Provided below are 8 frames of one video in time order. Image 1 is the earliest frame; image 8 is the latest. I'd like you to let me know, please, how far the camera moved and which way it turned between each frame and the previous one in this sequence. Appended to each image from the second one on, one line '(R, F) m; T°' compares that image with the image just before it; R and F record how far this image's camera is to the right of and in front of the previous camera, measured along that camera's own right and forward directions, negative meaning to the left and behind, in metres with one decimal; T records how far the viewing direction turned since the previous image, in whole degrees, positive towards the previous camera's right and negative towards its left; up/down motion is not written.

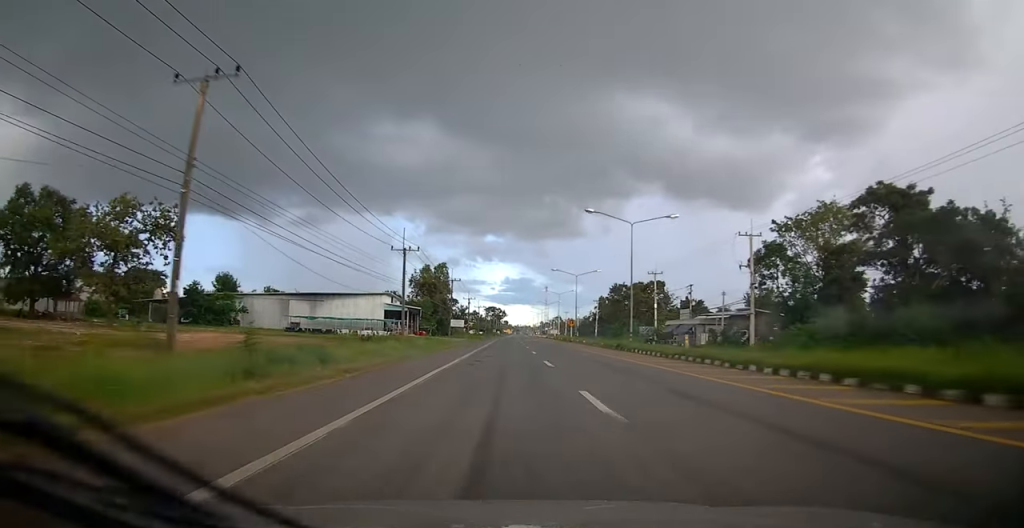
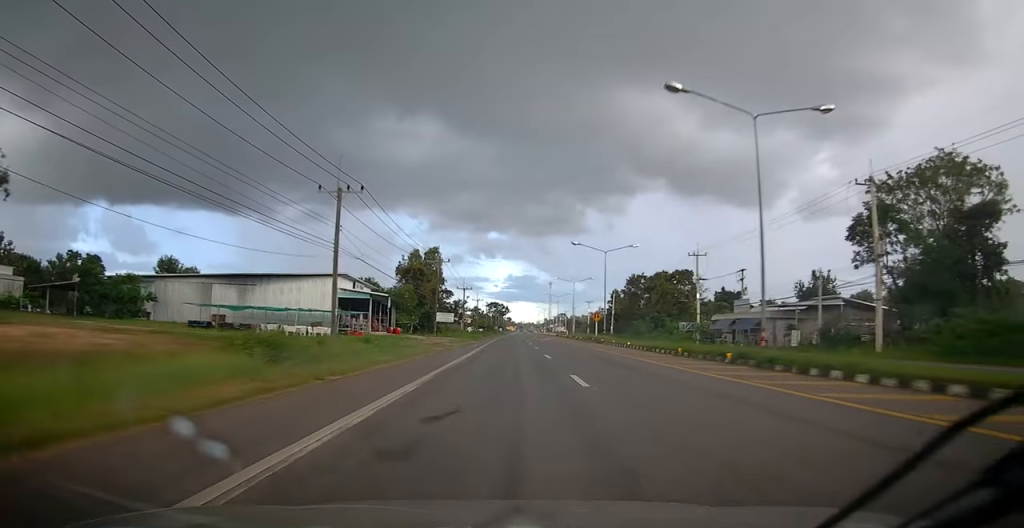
(-0.5, +20.6) m; -2°
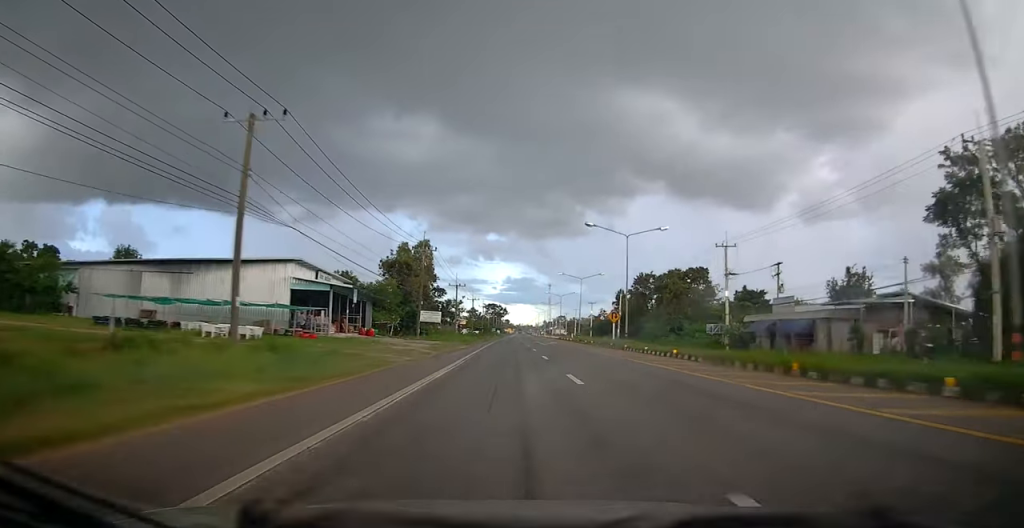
(-0.1, +11.0) m; 0°
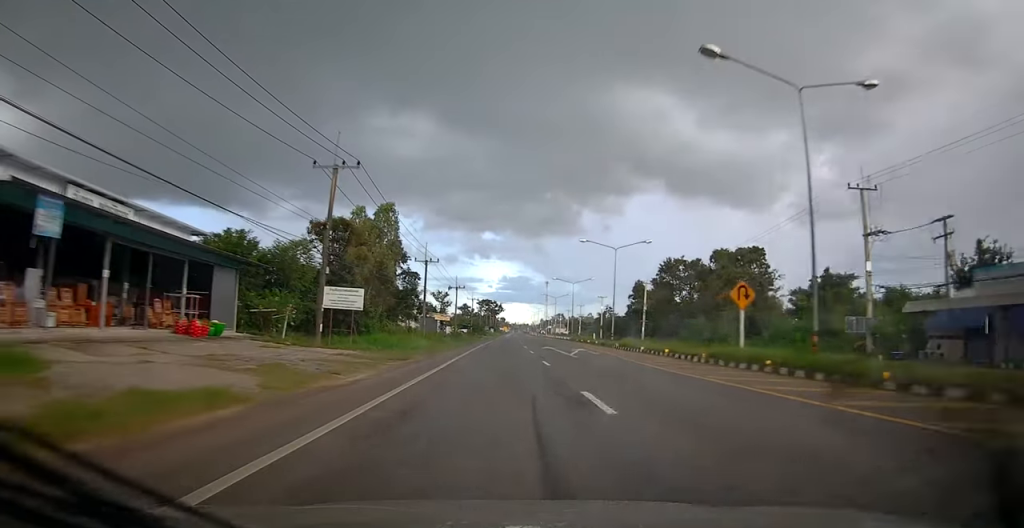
(0.0, +28.6) m; -1°
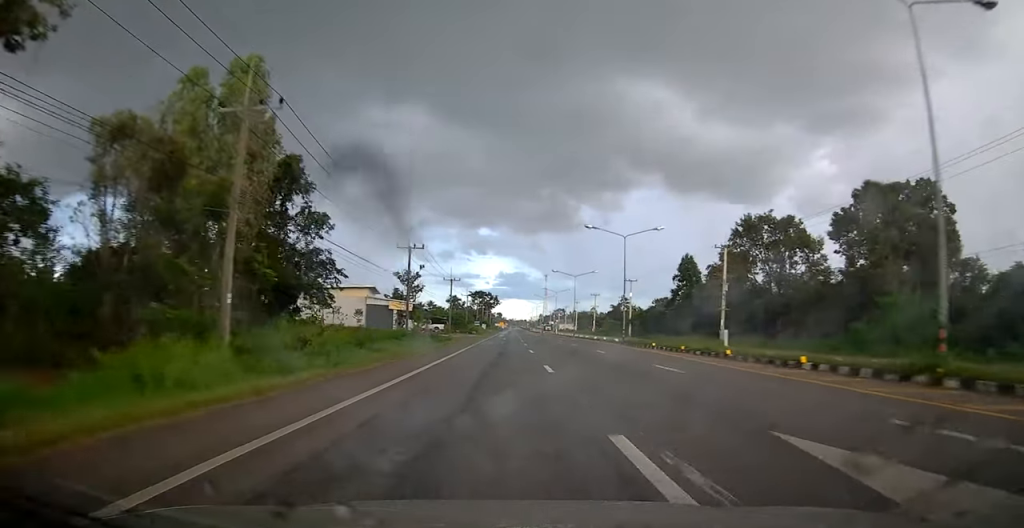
(-0.4, +40.8) m; +1°
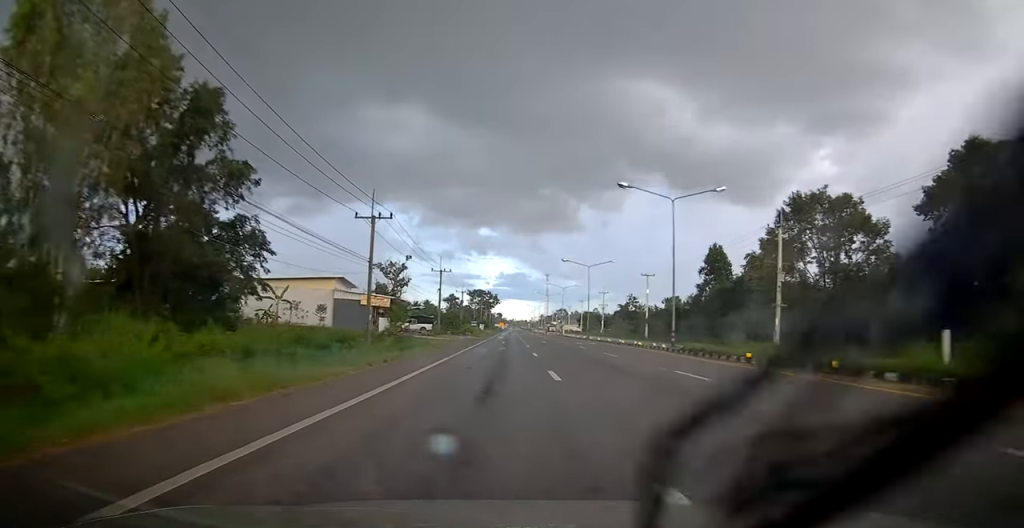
(+0.2, +14.0) m; +1°
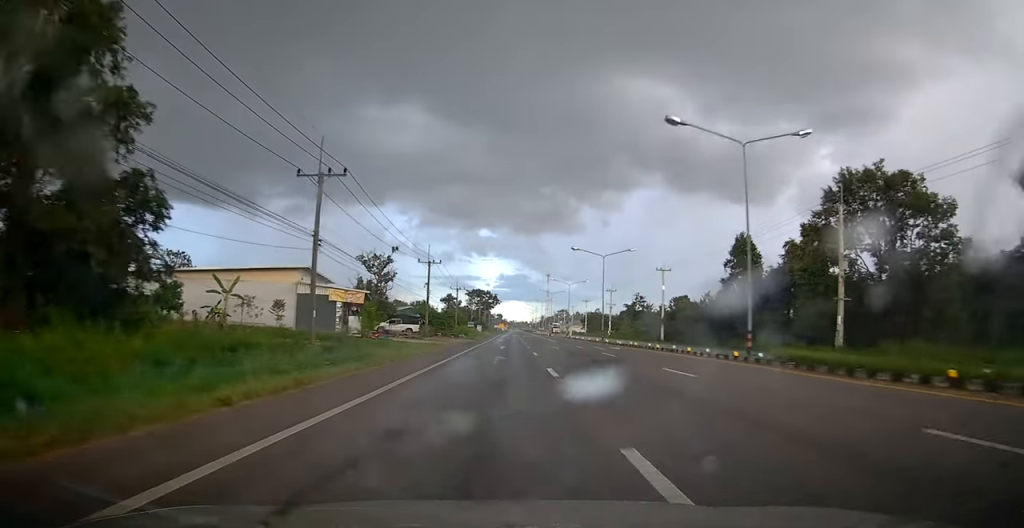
(+0.1, +10.7) m; 0°
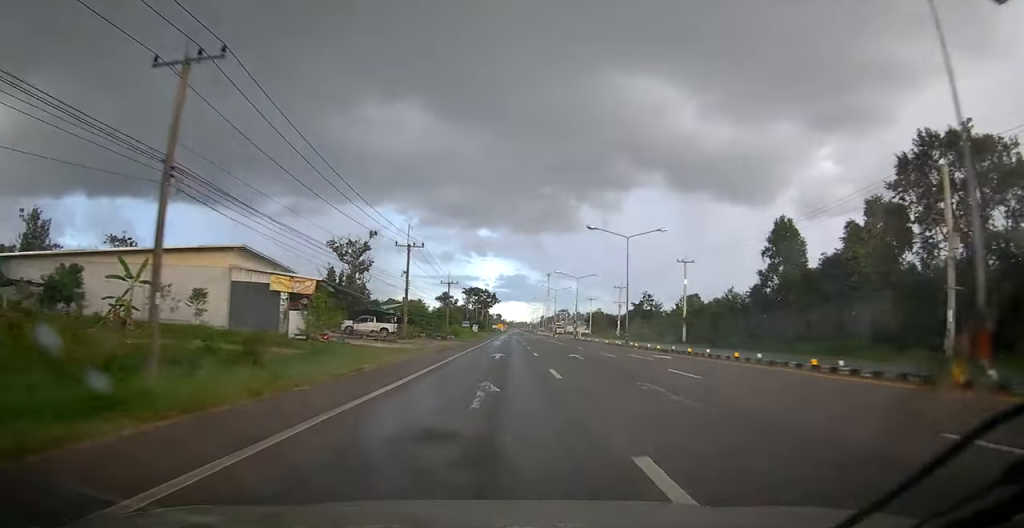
(0.0, +12.3) m; 0°
